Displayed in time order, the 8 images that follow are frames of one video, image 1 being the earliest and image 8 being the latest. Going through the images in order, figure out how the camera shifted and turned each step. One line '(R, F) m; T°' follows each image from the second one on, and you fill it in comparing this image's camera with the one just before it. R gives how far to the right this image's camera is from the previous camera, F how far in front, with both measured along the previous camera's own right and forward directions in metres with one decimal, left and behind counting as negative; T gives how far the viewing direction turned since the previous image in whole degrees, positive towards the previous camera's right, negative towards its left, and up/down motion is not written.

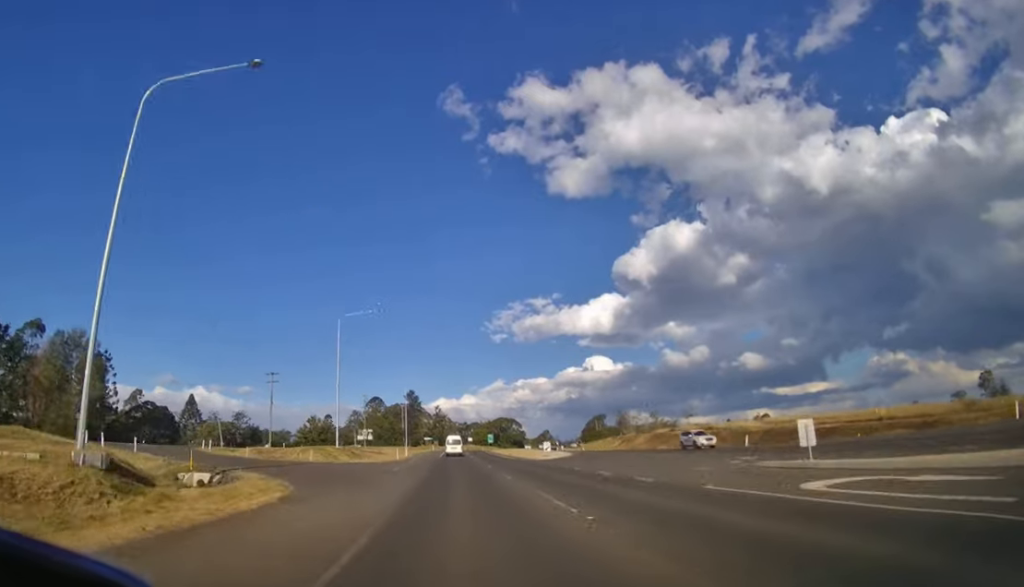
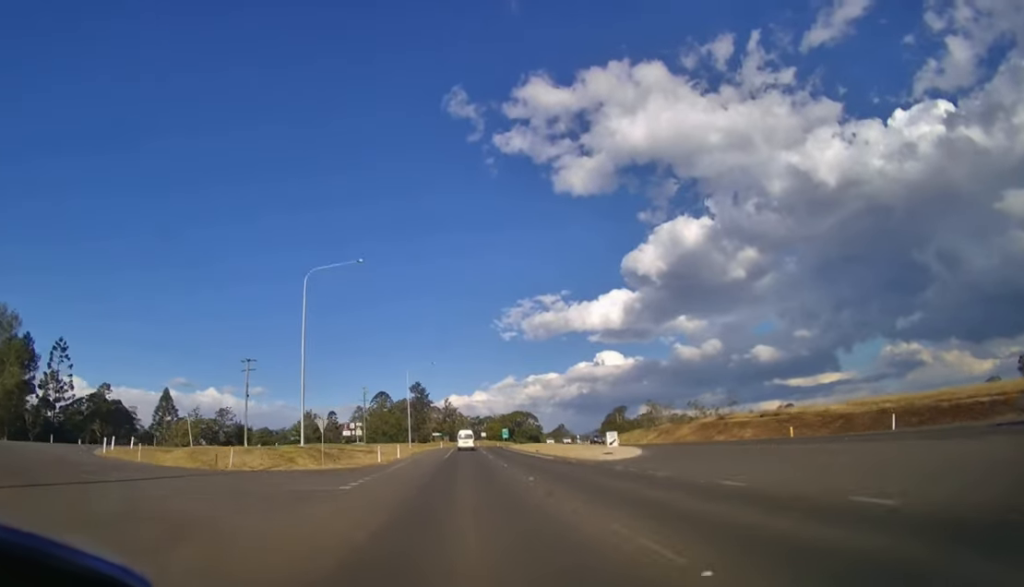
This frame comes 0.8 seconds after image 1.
(-0.2, +15.2) m; -1°
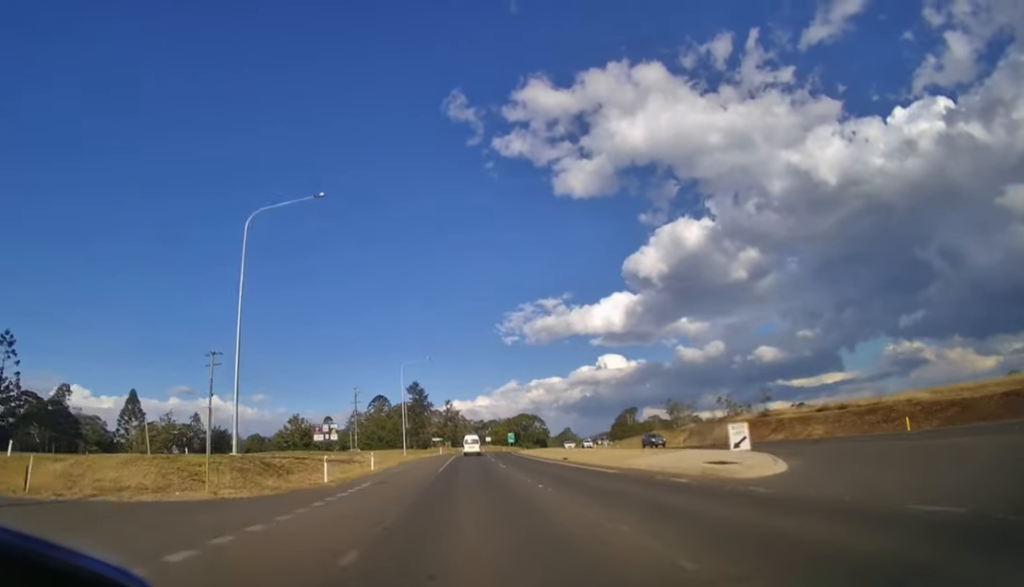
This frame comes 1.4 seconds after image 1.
(-0.1, +12.2) m; -1°
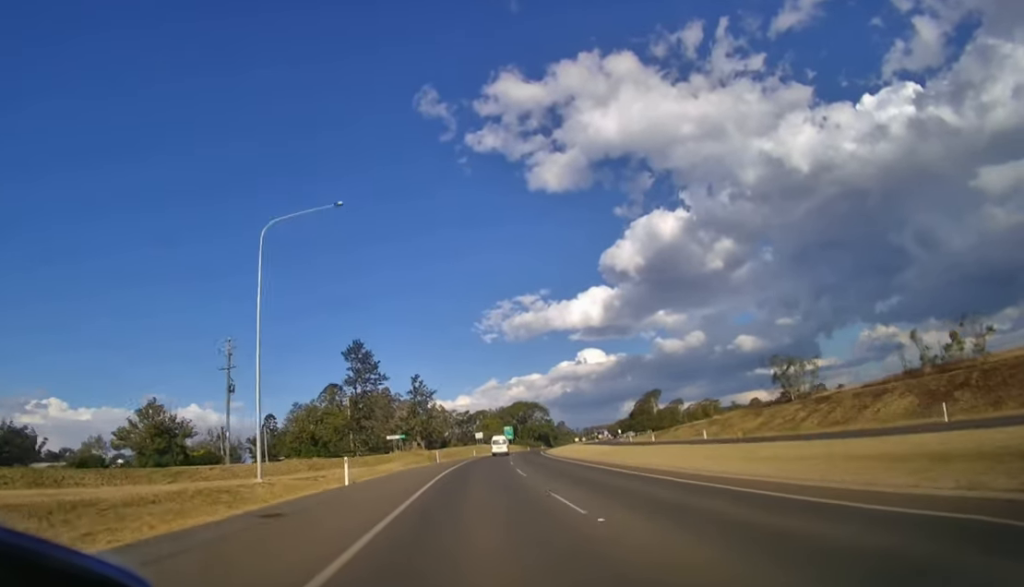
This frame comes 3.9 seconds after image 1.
(-0.4, +53.3) m; +1°
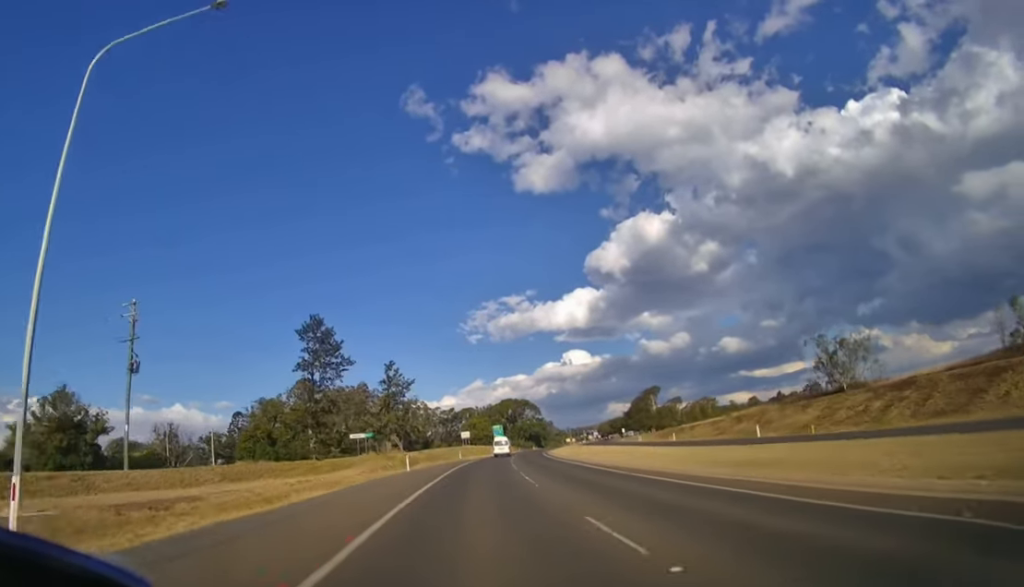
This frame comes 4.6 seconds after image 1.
(+0.2, +16.0) m; +1°
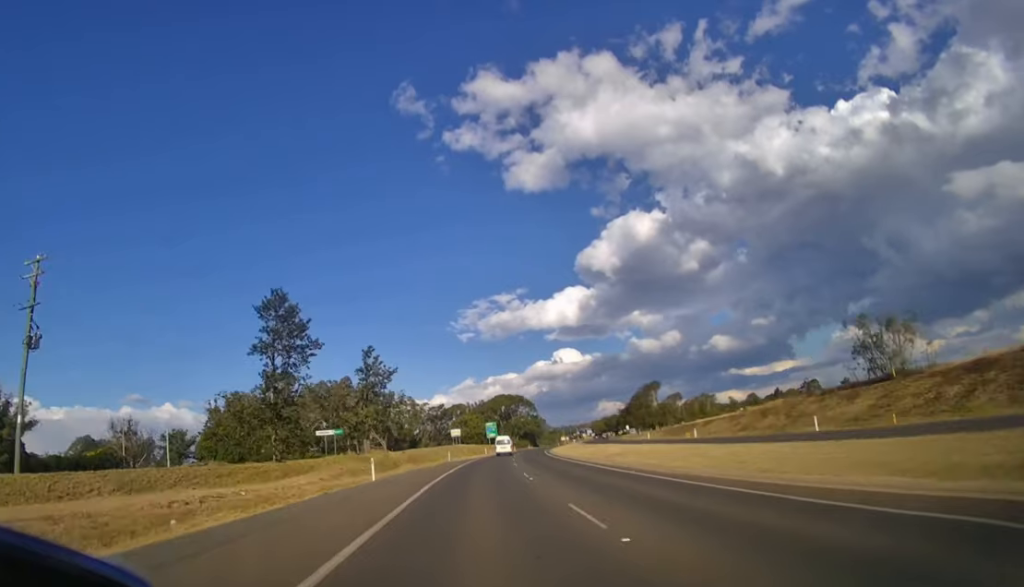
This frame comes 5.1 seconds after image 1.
(0.0, +11.0) m; +1°
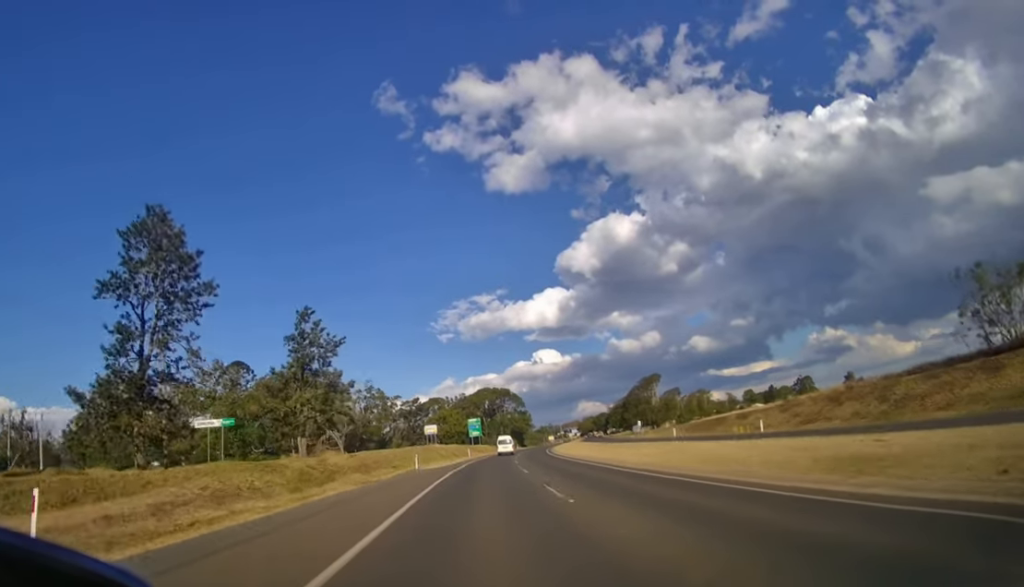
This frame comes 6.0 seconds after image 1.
(+0.3, +20.5) m; +3°
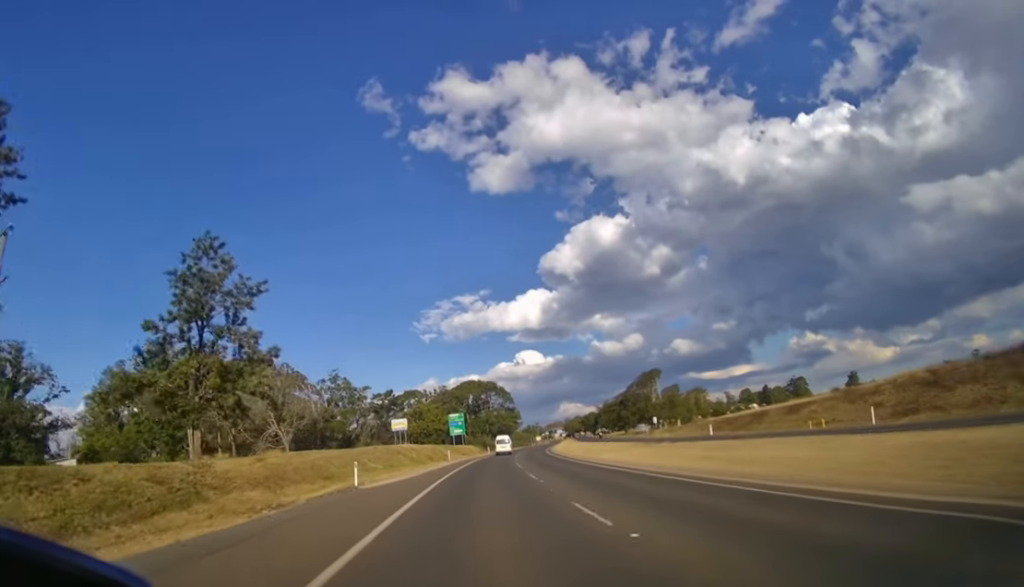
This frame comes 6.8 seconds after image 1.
(+0.5, +18.6) m; +2°
